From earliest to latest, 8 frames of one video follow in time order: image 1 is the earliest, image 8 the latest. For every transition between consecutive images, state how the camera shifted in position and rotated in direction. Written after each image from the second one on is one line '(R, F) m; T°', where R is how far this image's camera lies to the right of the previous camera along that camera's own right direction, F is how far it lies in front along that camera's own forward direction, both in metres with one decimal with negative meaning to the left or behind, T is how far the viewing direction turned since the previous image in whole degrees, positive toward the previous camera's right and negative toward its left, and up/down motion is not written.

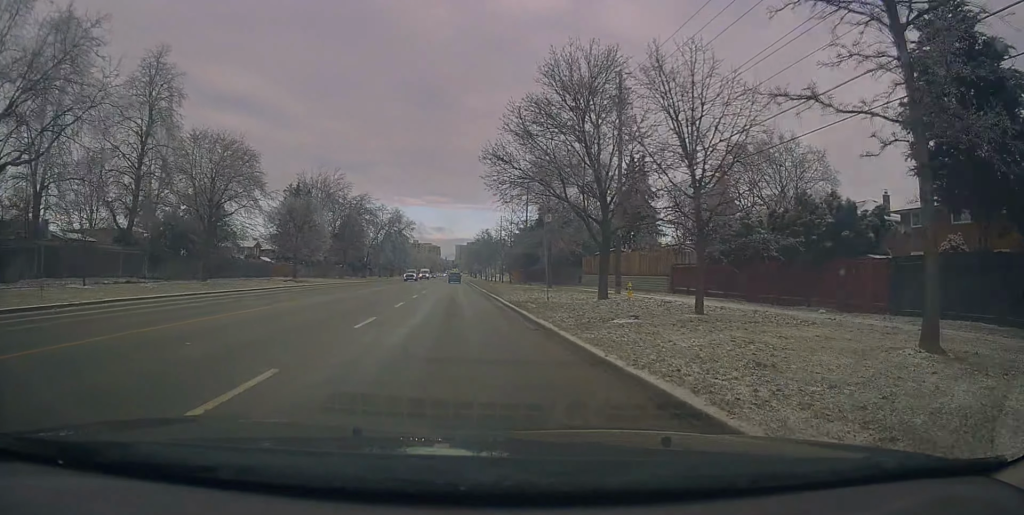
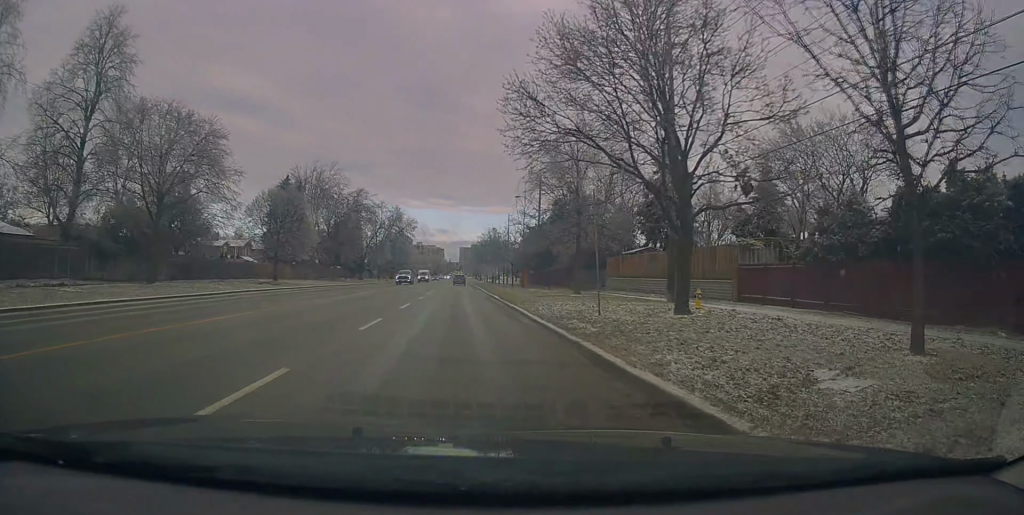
(0.0, +8.4) m; 0°
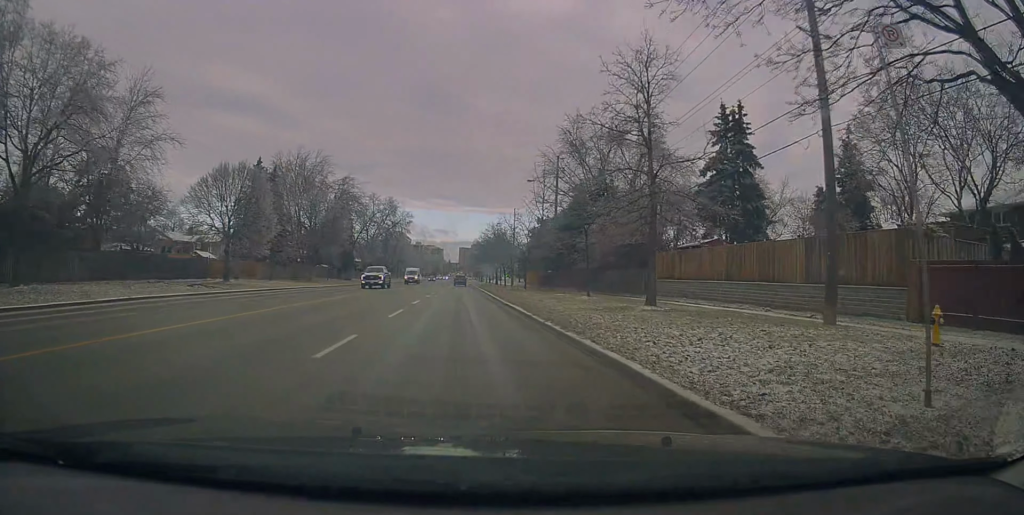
(+0.1, +12.6) m; 0°
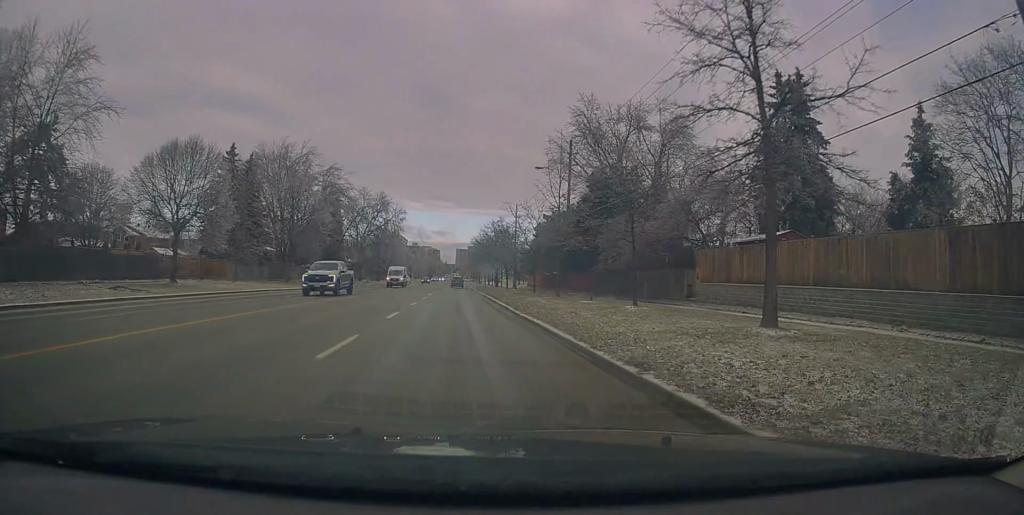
(-0.1, +8.6) m; 0°
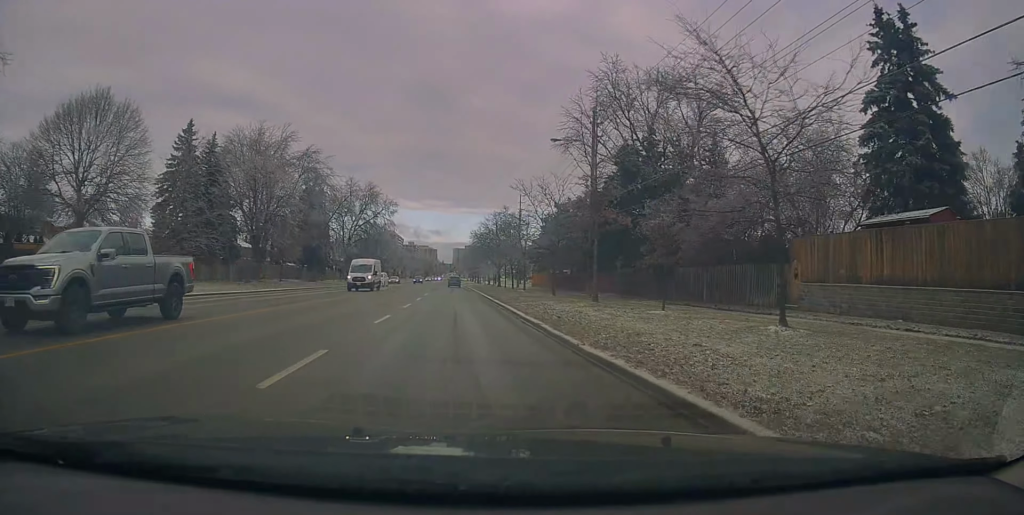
(0.0, +10.4) m; 0°
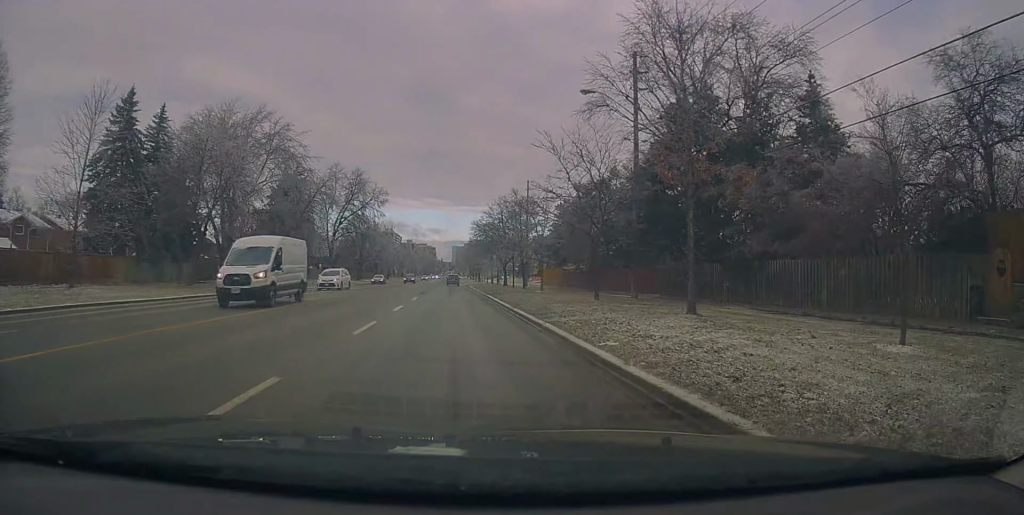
(+0.1, +11.0) m; 0°
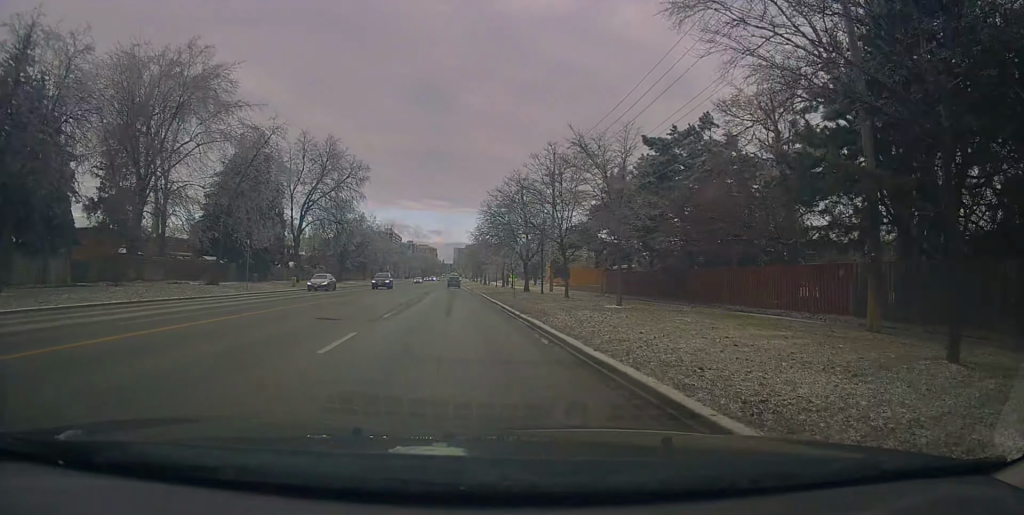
(0.0, +19.4) m; 0°
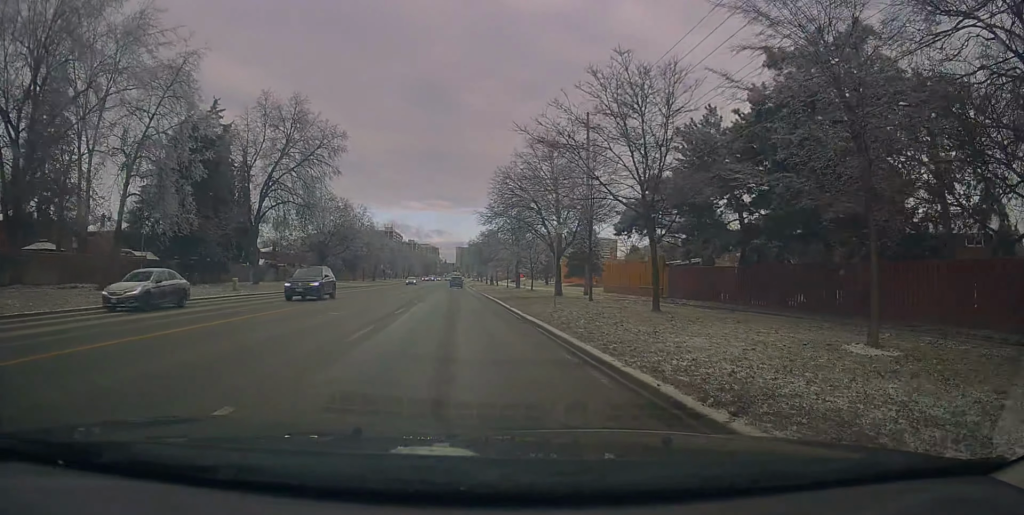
(+0.1, +14.5) m; 0°
